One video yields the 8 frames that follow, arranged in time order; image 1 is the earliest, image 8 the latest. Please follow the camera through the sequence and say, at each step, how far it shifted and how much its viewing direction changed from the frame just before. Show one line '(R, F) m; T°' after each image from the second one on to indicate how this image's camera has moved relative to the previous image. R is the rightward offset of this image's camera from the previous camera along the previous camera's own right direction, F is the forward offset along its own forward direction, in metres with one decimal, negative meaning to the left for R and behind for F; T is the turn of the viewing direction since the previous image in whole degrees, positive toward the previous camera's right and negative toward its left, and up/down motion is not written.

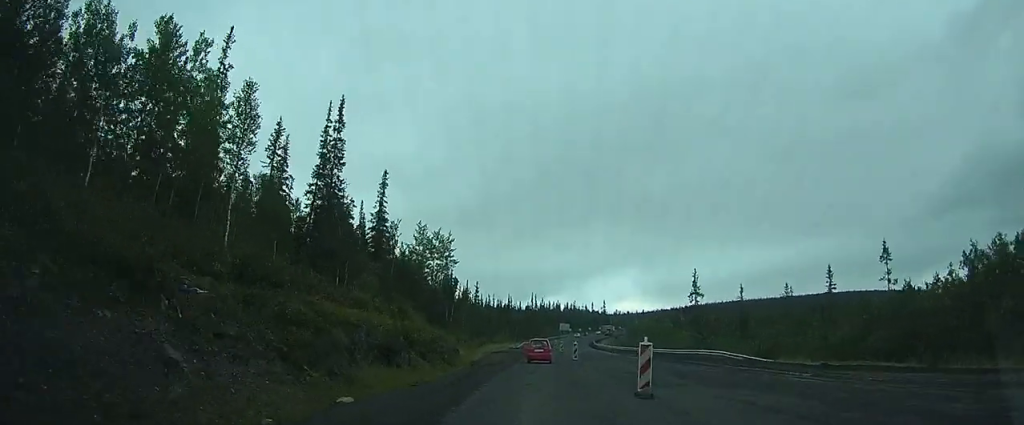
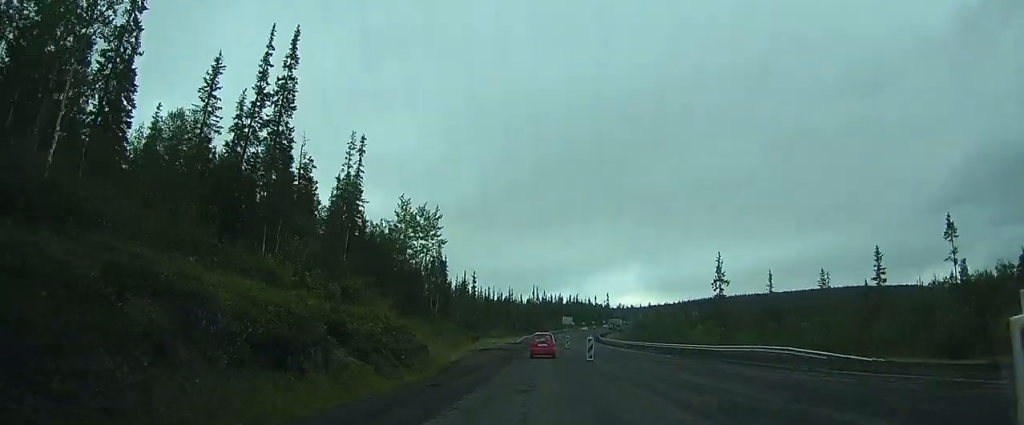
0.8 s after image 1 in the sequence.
(0.0, +10.5) m; -1°
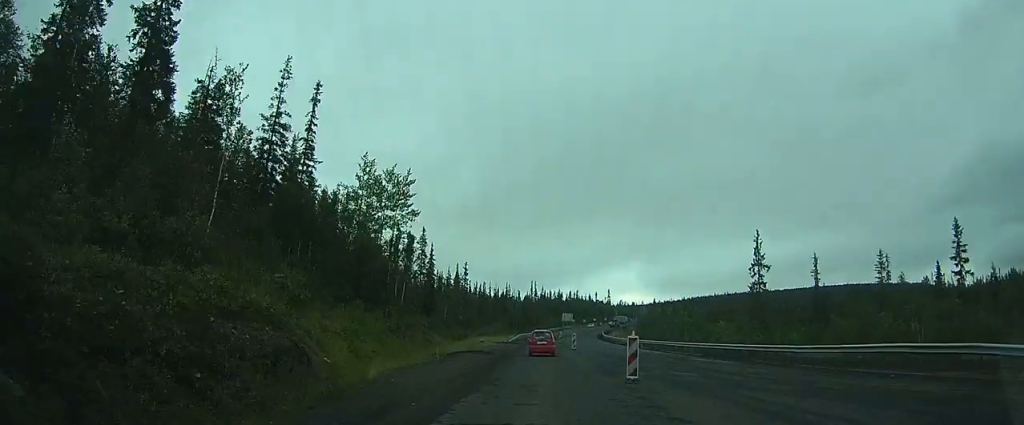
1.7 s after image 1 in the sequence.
(-0.1, +13.2) m; -2°
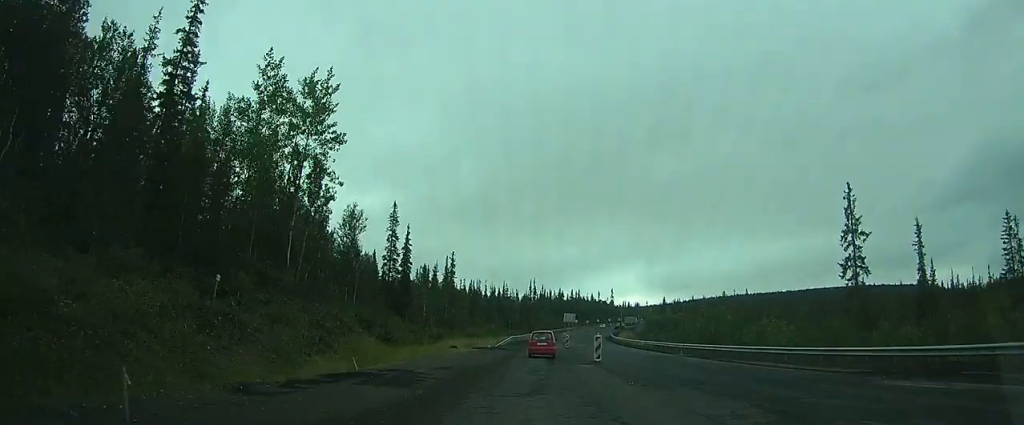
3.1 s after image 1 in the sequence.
(-0.4, +18.7) m; -1°
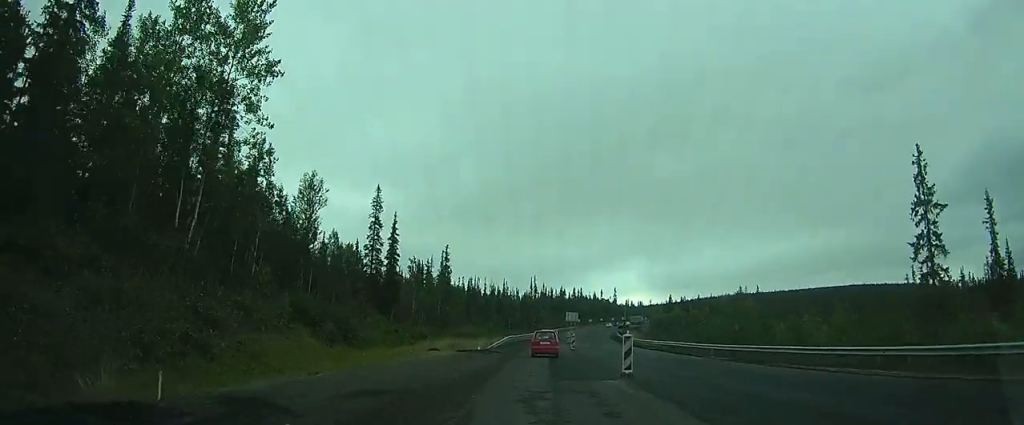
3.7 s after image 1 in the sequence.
(0.0, +8.7) m; 0°
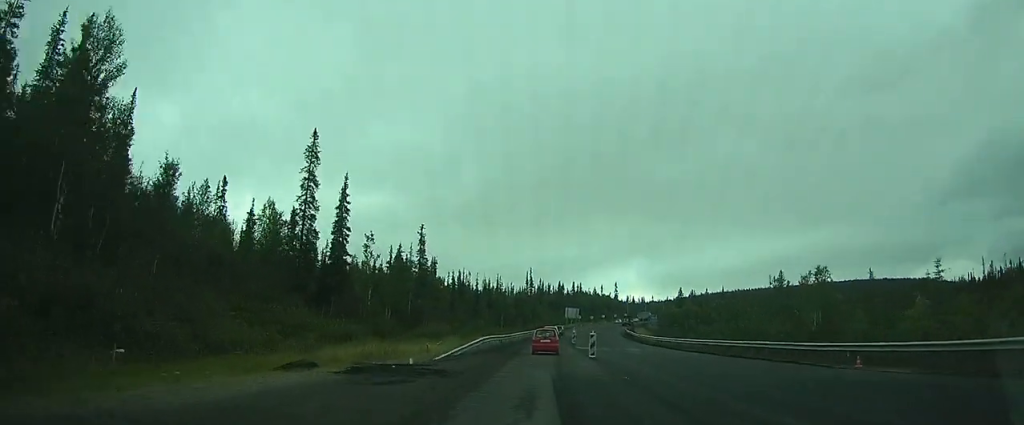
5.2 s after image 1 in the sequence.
(-0.2, +20.9) m; -1°
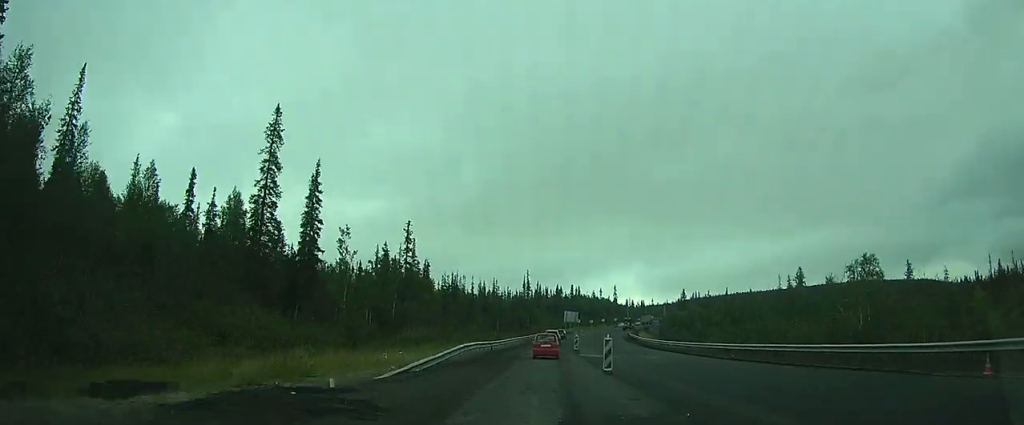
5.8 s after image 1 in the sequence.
(0.0, +8.0) m; -1°
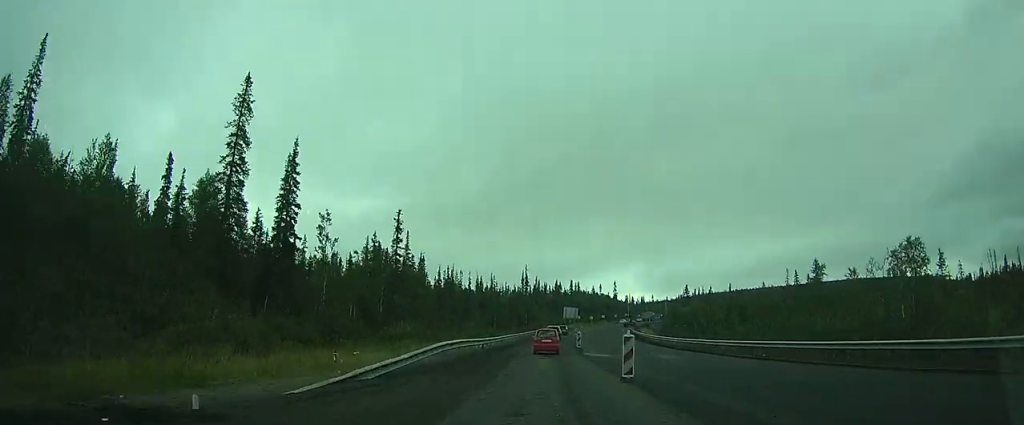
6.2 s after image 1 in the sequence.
(+0.1, +5.7) m; -1°
